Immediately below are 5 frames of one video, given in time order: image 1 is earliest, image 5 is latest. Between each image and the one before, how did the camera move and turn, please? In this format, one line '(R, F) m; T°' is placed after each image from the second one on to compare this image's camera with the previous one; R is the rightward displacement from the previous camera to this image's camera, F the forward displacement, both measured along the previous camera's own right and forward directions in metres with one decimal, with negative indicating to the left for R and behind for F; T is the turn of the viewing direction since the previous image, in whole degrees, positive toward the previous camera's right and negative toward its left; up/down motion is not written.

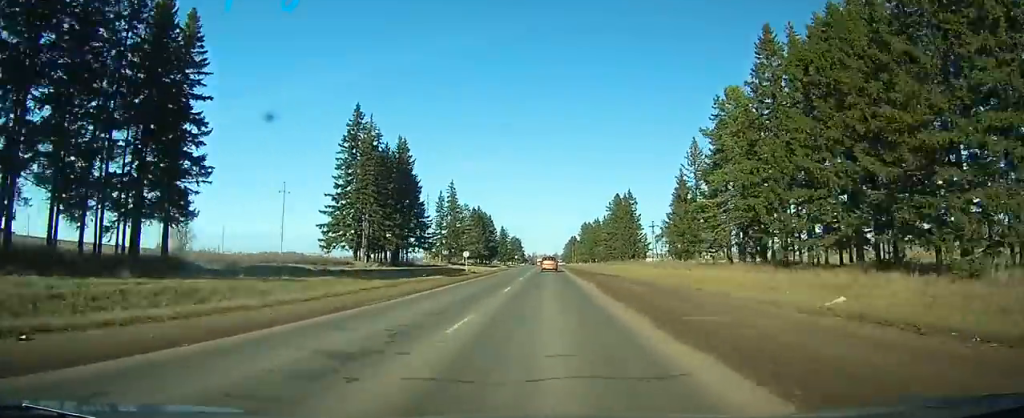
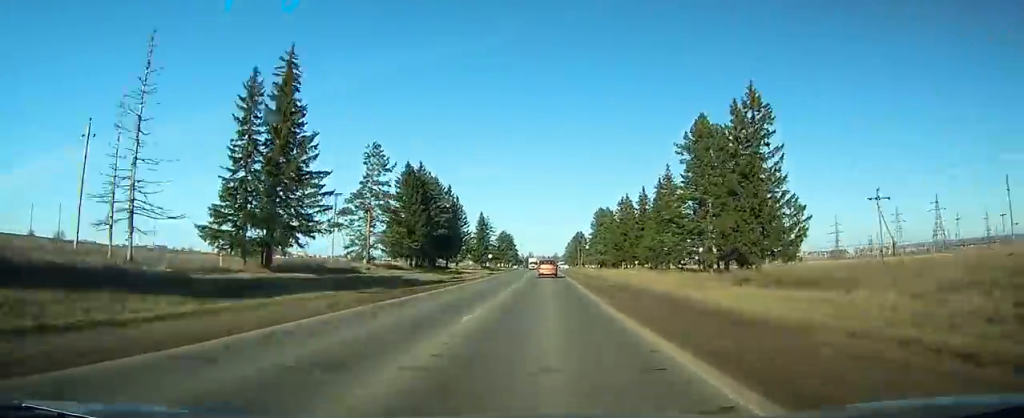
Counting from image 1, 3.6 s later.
(+0.1, +81.8) m; 0°
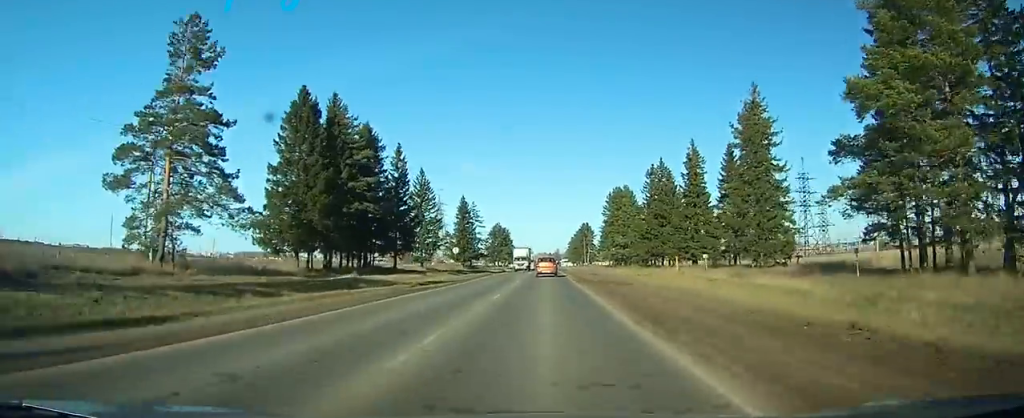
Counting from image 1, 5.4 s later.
(-0.1, +41.3) m; 0°
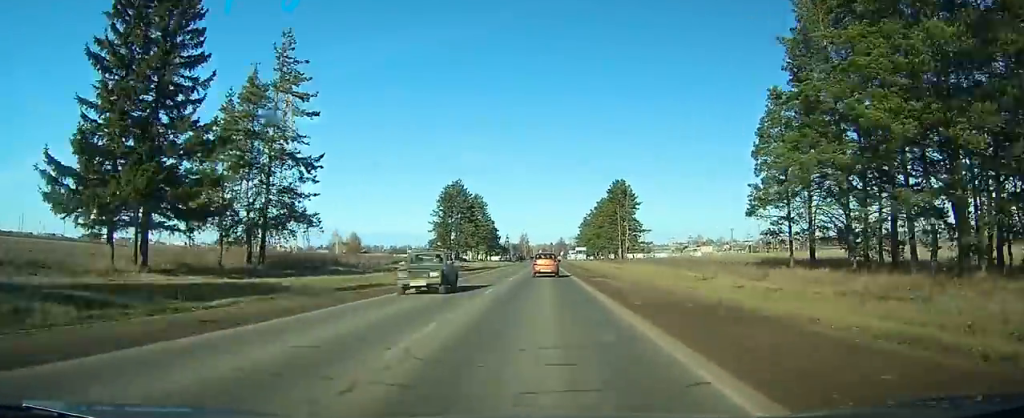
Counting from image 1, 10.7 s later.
(-0.2, +122.5) m; 0°
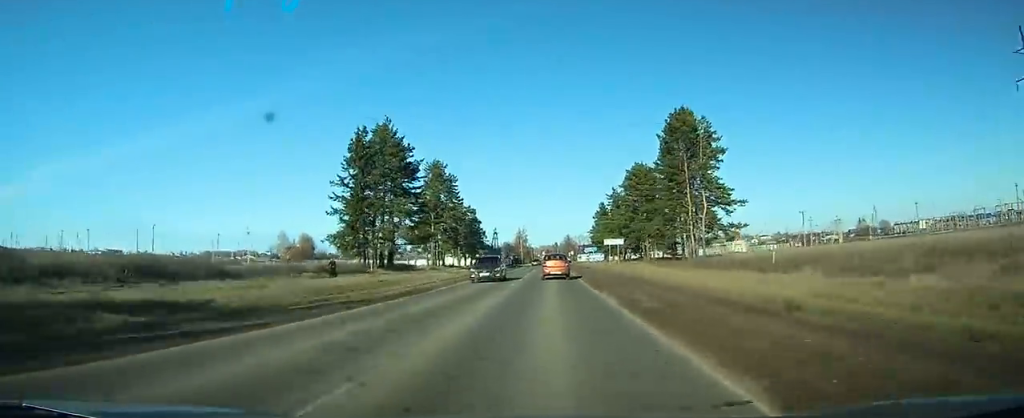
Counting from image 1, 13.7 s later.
(-0.1, +66.6) m; 0°
